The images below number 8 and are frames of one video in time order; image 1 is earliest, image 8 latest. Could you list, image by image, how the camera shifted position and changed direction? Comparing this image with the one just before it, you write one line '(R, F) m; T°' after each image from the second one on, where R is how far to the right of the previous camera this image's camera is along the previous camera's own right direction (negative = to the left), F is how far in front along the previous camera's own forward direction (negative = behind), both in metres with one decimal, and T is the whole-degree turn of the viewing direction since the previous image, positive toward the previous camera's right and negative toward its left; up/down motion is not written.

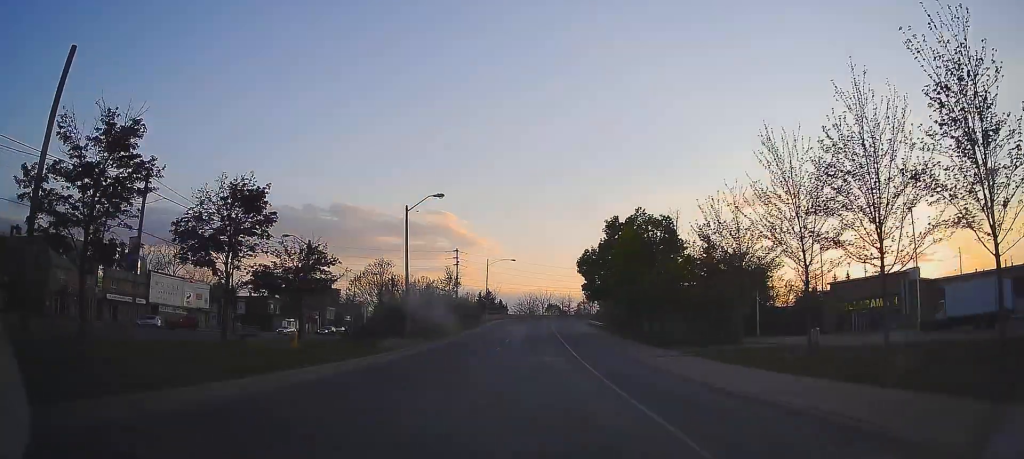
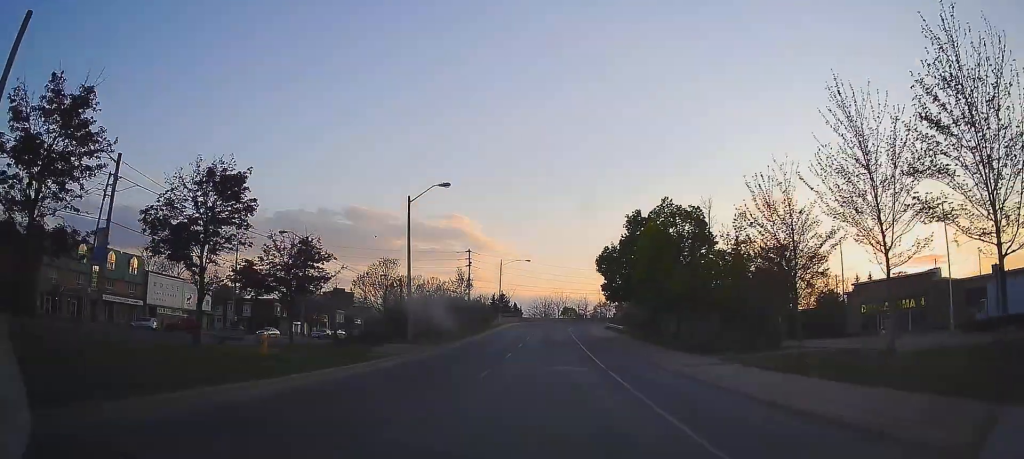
(-0.1, +3.9) m; -1°
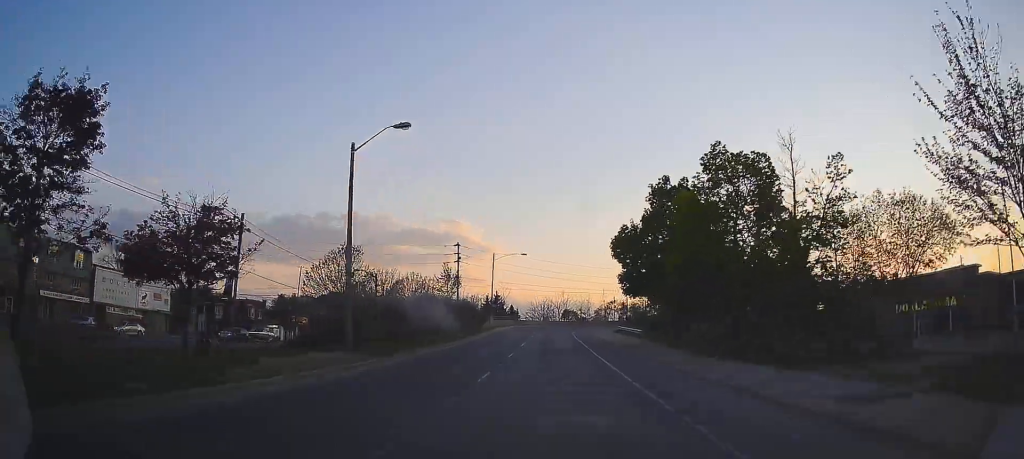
(0.0, +11.3) m; -1°
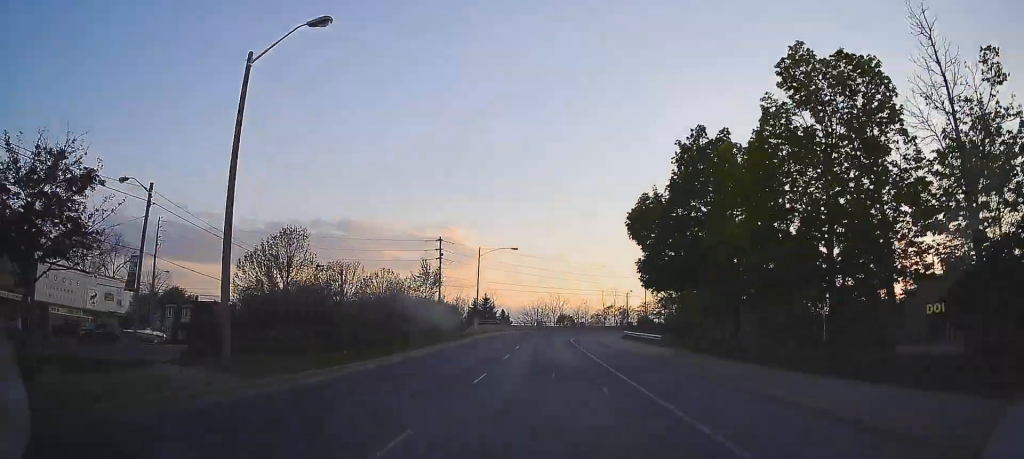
(-0.3, +10.0) m; -2°
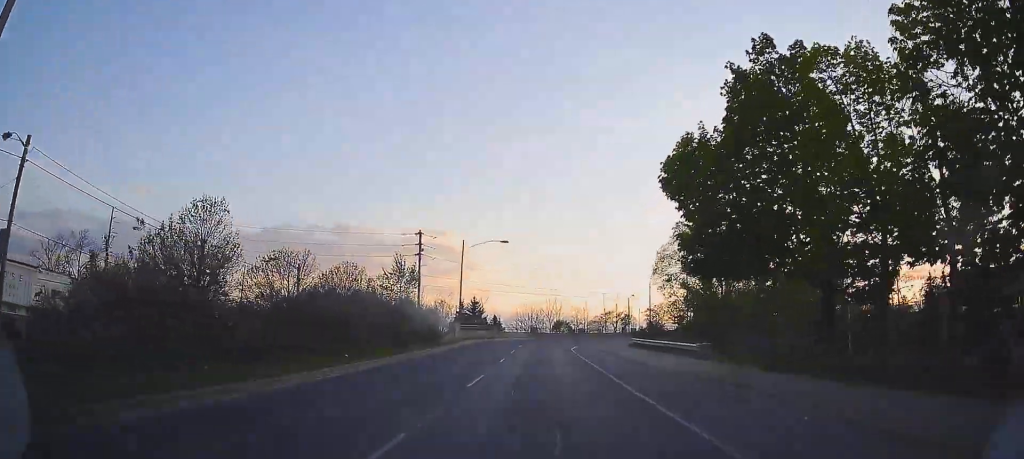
(0.0, +9.2) m; +2°
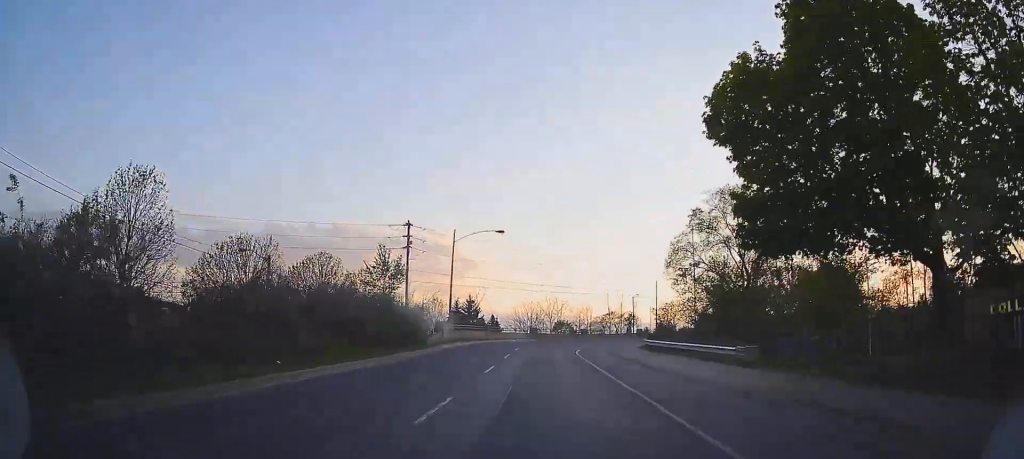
(+0.1, +5.7) m; +1°
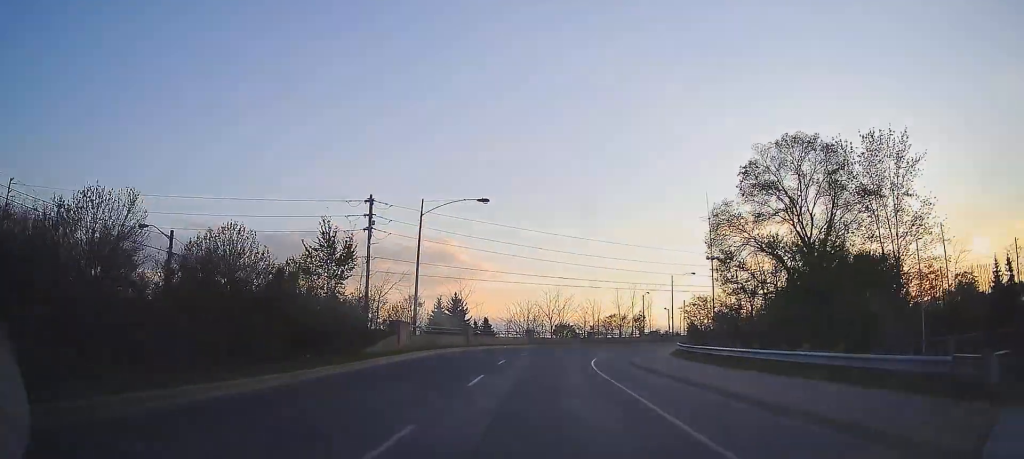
(+0.2, +12.2) m; +1°
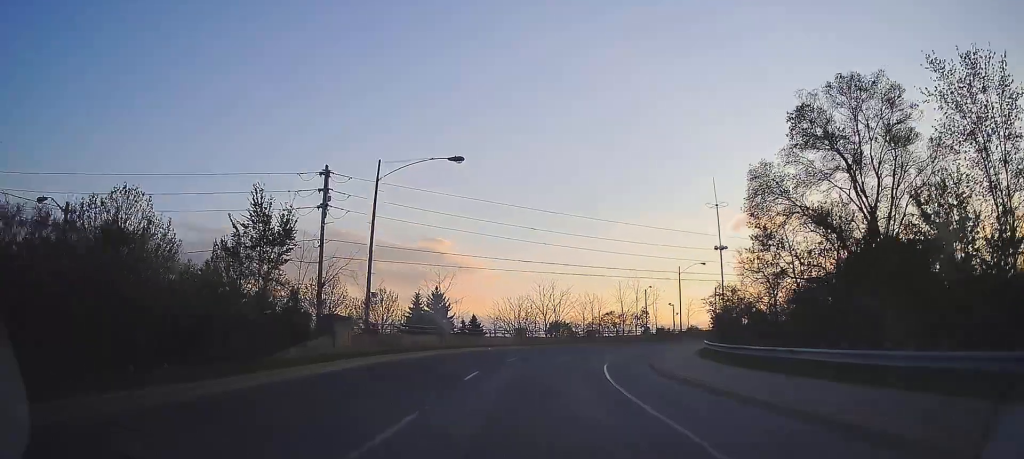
(-0.1, +8.1) m; +1°
